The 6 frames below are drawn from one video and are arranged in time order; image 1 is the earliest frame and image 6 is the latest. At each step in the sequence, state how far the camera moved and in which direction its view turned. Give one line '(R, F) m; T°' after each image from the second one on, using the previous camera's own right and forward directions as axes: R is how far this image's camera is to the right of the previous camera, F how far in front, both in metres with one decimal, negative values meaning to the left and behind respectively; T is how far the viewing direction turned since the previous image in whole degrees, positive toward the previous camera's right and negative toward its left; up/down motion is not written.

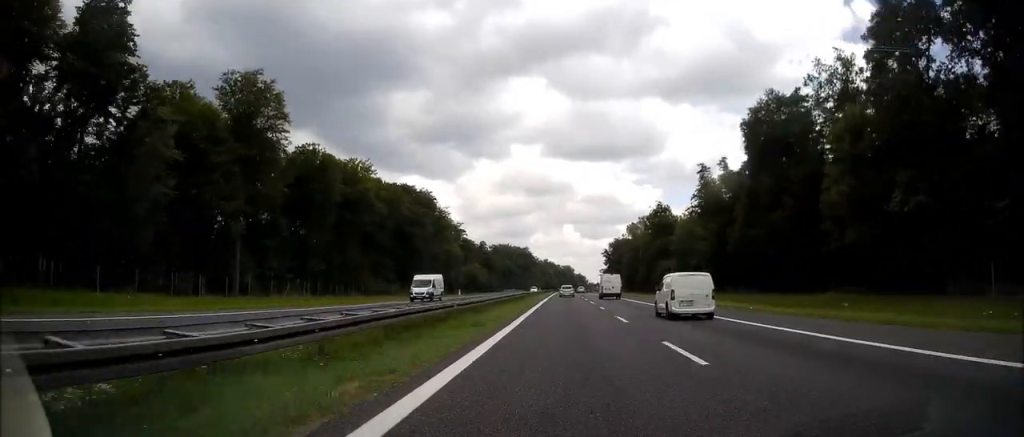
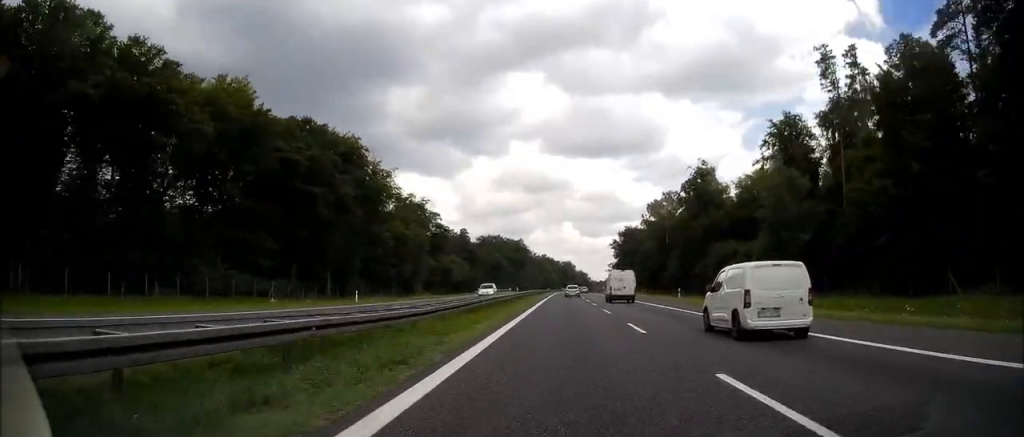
(+0.1, +53.0) m; +1°
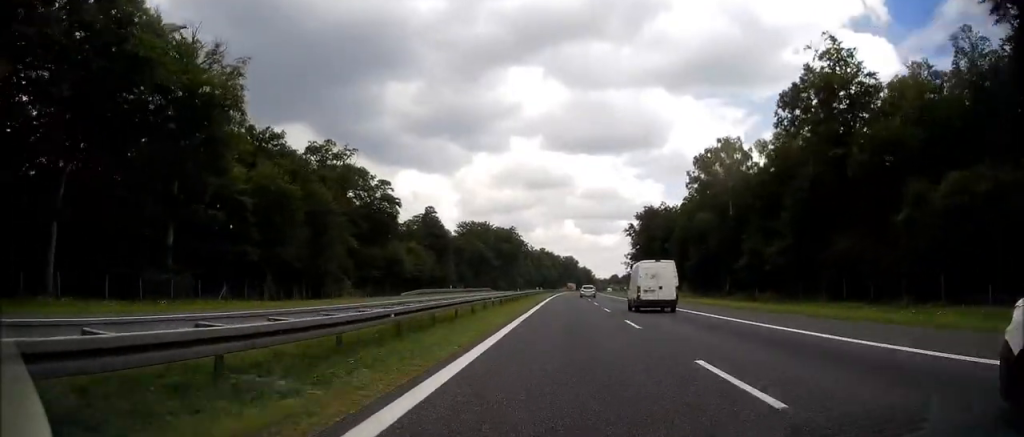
(+0.1, +58.4) m; 0°
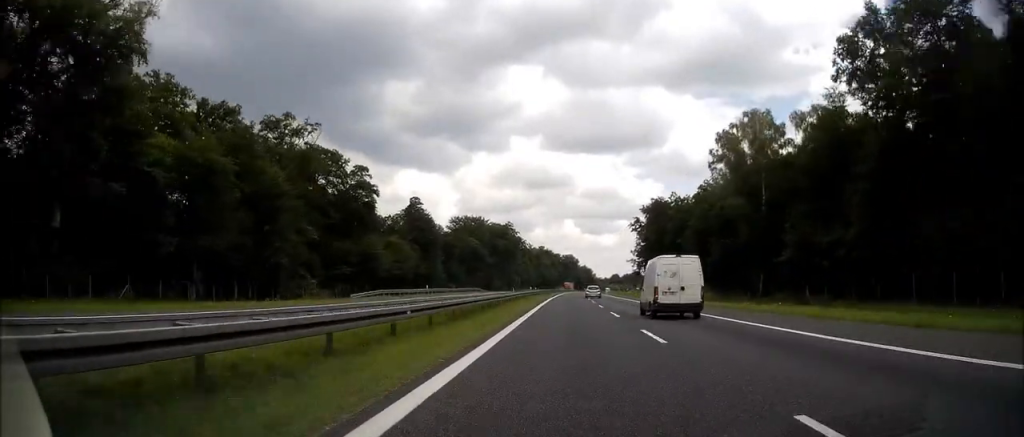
(-0.2, +16.4) m; 0°
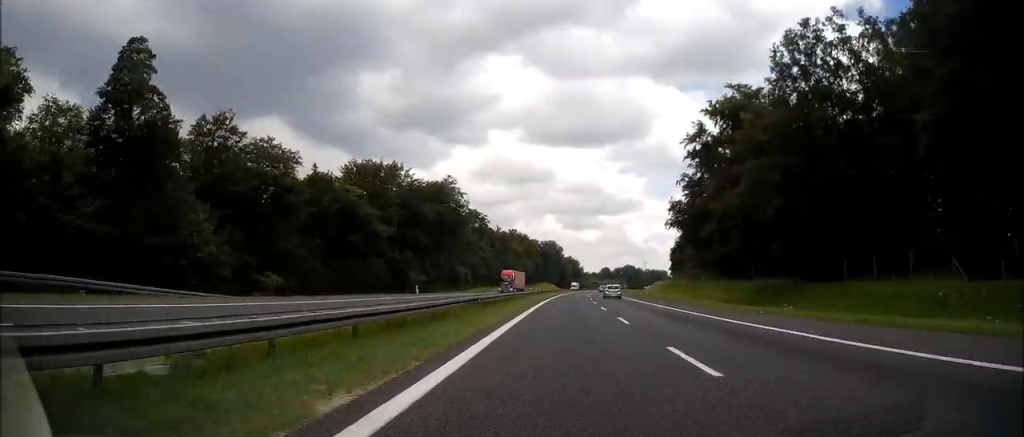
(+1.5, +101.2) m; +2°
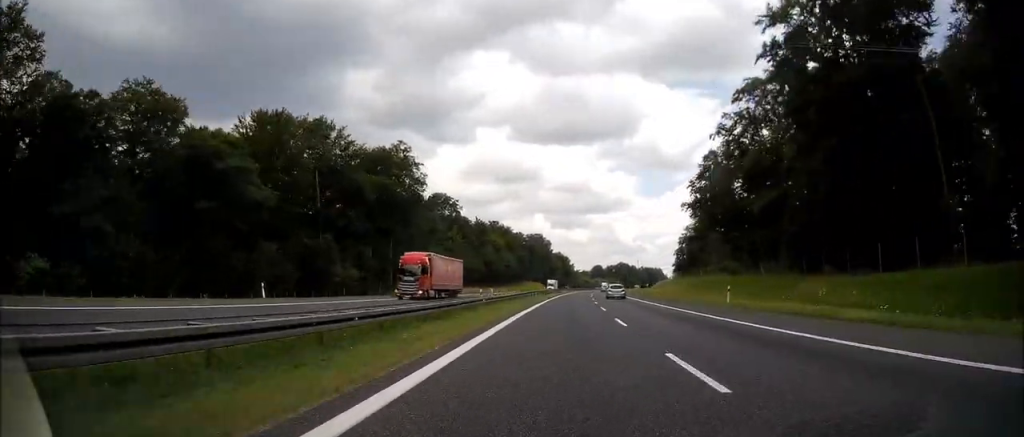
(+0.2, +38.7) m; +1°
